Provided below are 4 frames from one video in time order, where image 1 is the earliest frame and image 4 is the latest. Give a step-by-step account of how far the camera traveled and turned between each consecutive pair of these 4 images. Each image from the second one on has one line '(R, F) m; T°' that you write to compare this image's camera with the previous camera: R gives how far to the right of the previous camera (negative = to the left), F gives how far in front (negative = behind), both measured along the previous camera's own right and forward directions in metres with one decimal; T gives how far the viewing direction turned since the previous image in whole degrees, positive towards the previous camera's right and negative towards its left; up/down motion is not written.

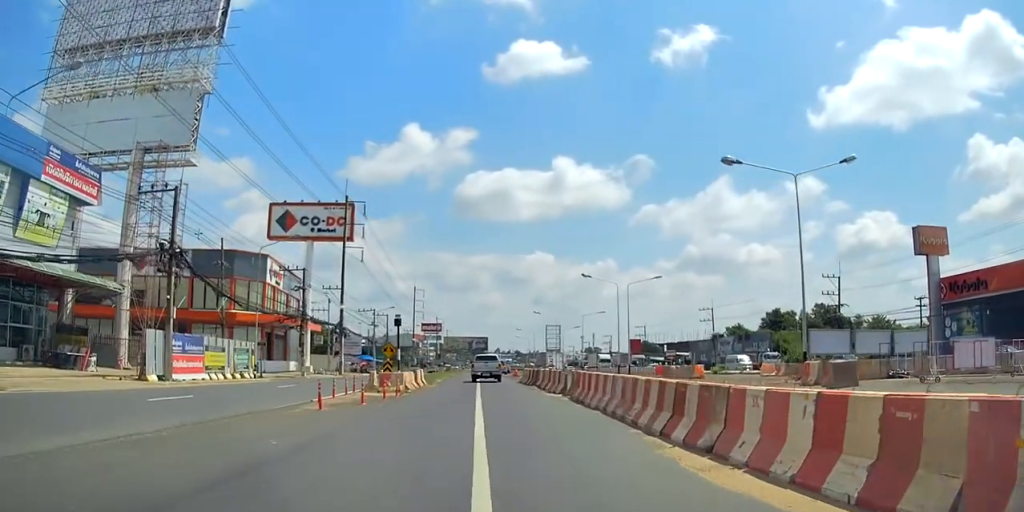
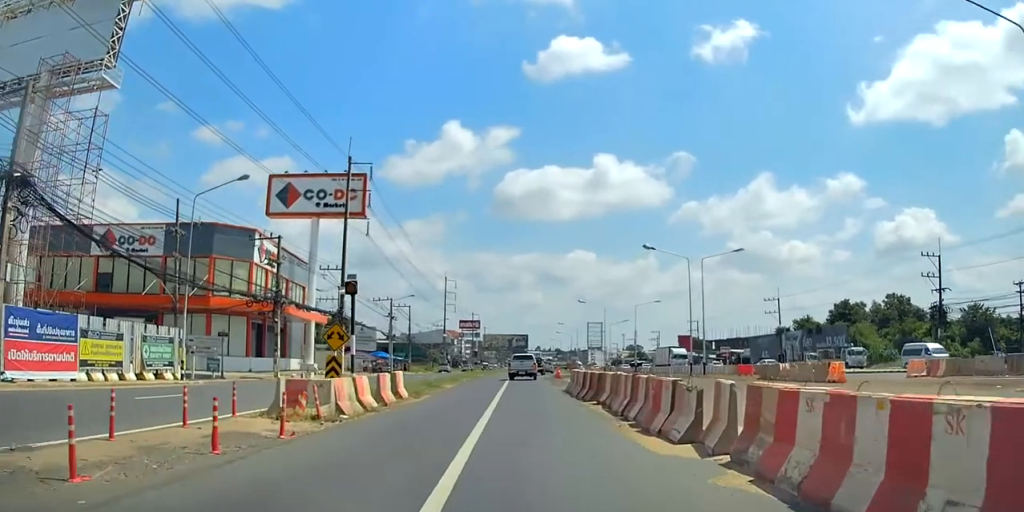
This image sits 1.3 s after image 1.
(+0.4, +14.1) m; 0°
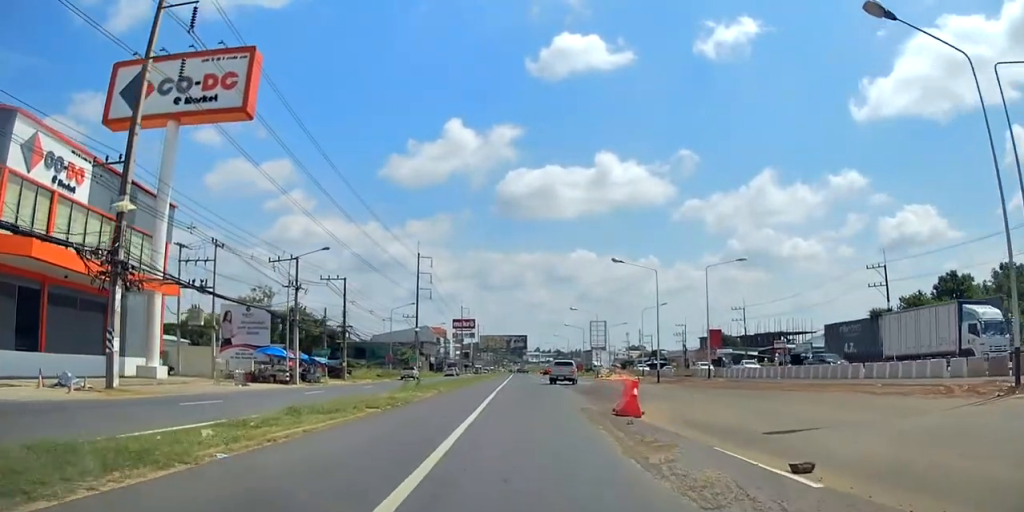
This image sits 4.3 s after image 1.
(-2.4, +32.9) m; -1°
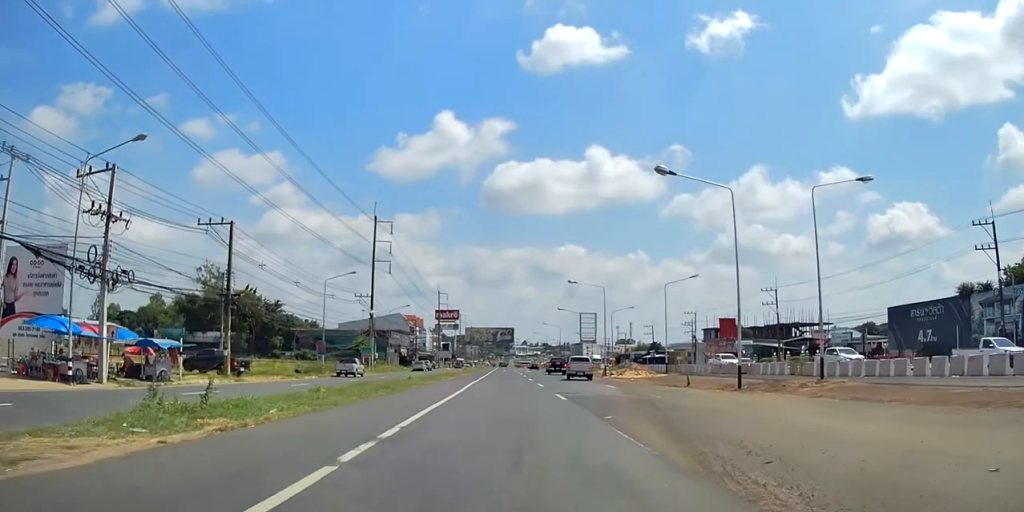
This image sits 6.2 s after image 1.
(0.0, +21.3) m; -3°
